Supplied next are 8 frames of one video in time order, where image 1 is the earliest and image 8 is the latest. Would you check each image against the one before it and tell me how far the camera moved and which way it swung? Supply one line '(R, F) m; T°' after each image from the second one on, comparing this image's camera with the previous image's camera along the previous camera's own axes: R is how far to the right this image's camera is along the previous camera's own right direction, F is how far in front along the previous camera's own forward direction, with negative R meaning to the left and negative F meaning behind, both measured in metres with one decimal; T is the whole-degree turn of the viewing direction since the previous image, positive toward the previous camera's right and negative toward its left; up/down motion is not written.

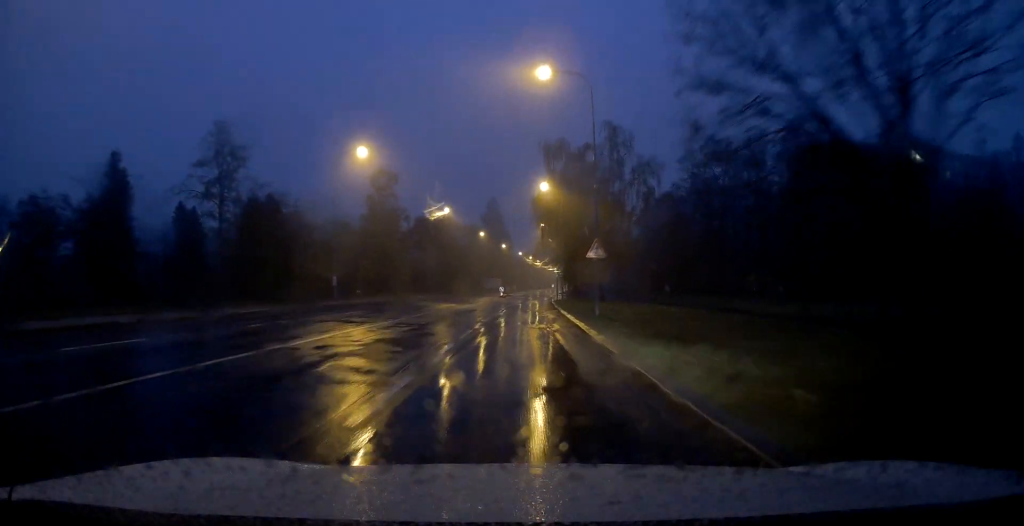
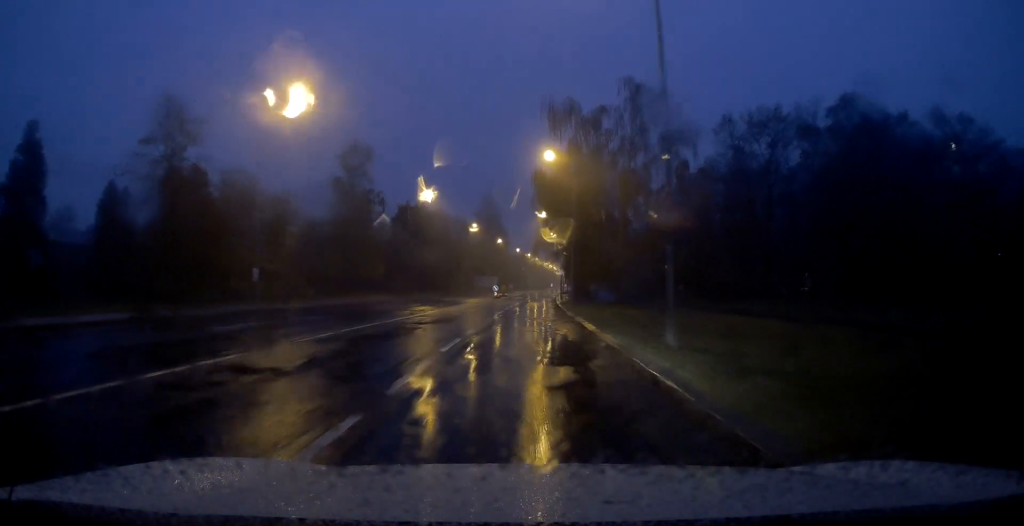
(+0.1, +12.1) m; +1°
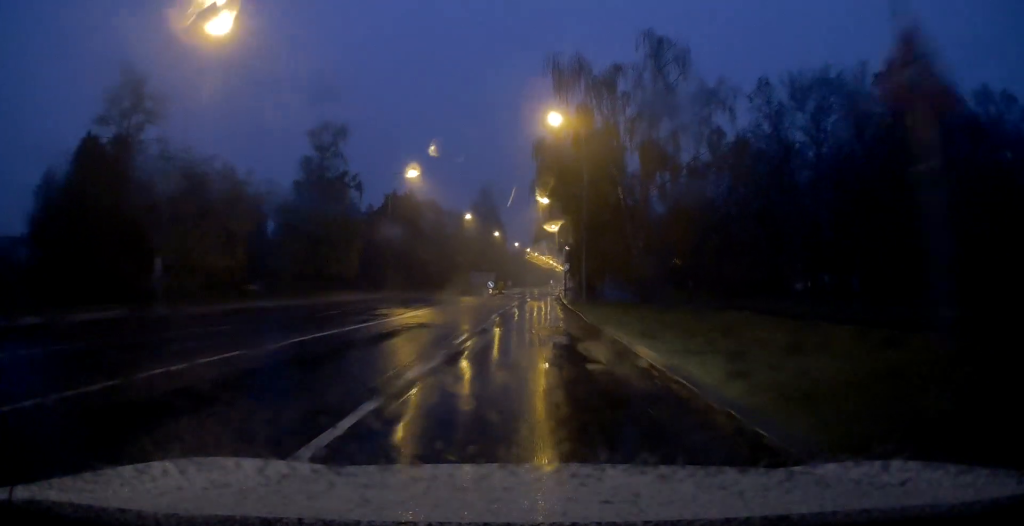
(0.0, +8.3) m; 0°
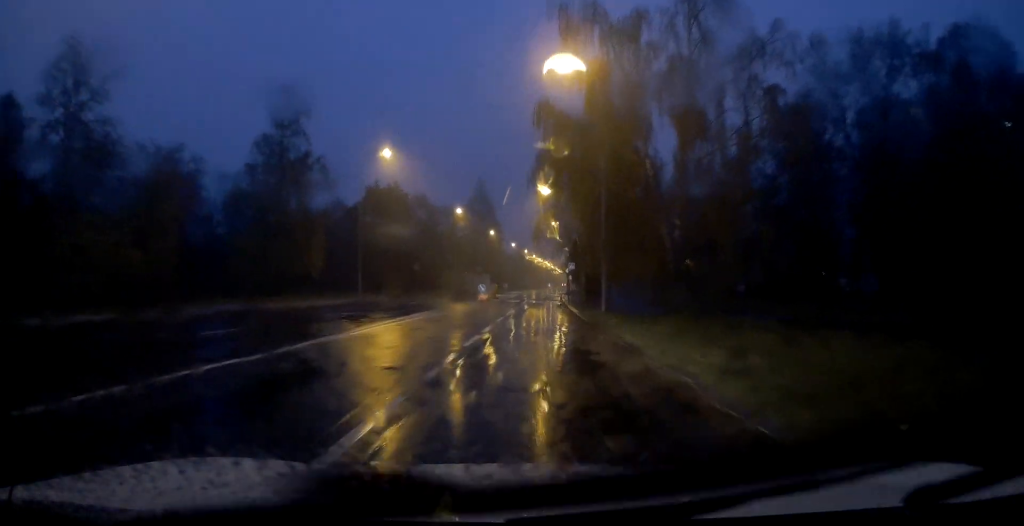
(0.0, +8.8) m; 0°
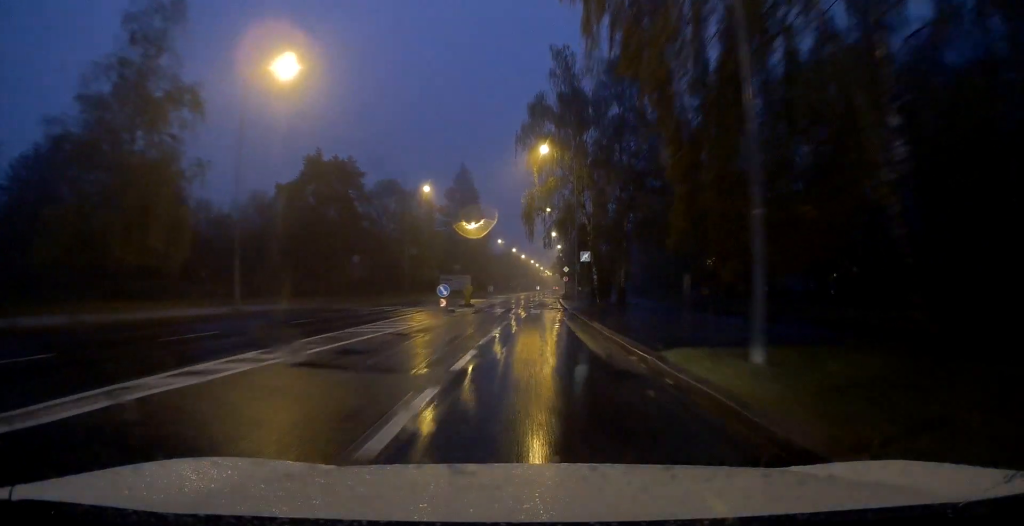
(+0.1, +17.2) m; +1°
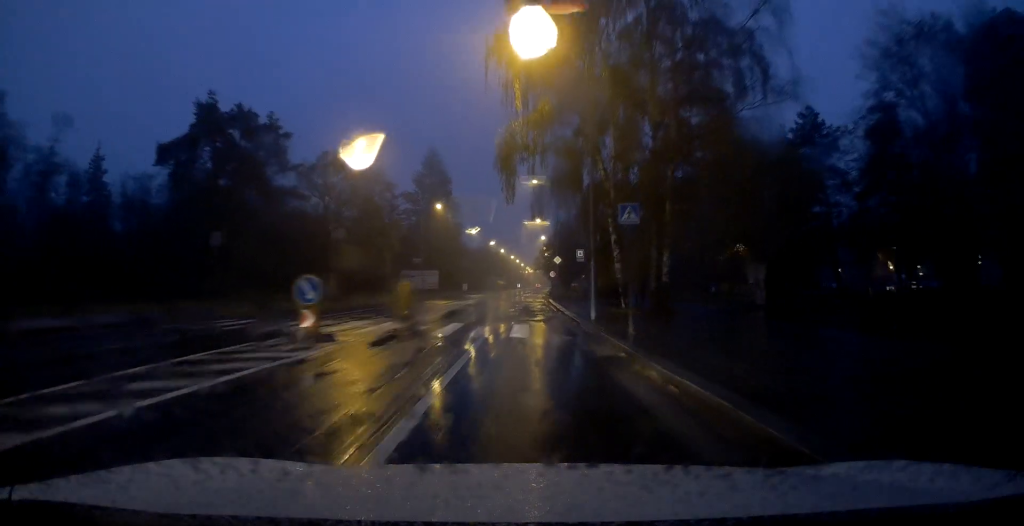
(+0.3, +16.9) m; +2°
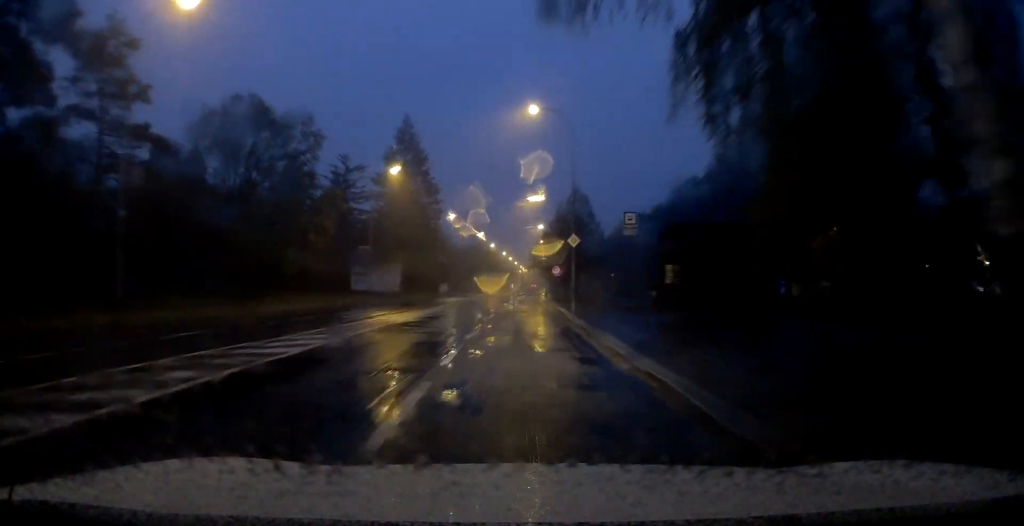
(+0.3, +21.4) m; +1°
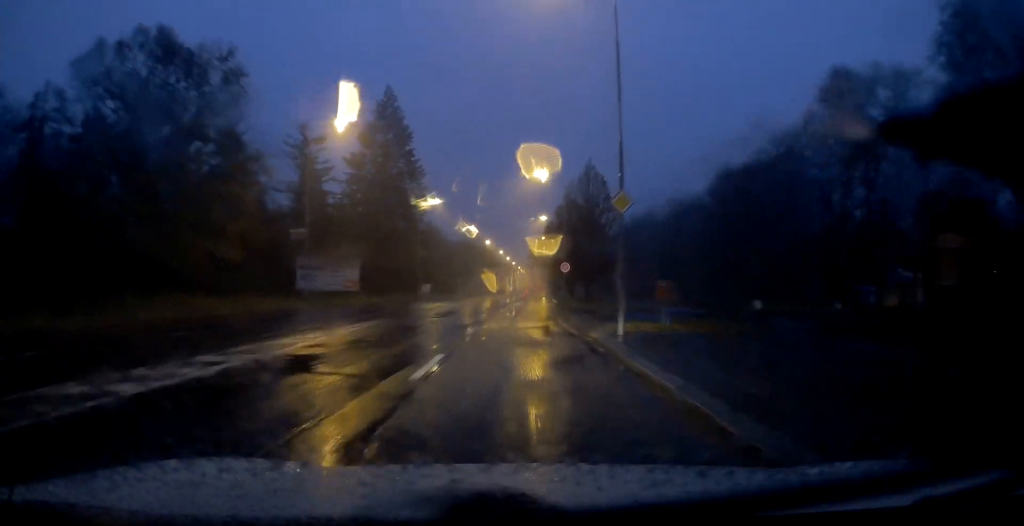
(0.0, +14.5) m; 0°
